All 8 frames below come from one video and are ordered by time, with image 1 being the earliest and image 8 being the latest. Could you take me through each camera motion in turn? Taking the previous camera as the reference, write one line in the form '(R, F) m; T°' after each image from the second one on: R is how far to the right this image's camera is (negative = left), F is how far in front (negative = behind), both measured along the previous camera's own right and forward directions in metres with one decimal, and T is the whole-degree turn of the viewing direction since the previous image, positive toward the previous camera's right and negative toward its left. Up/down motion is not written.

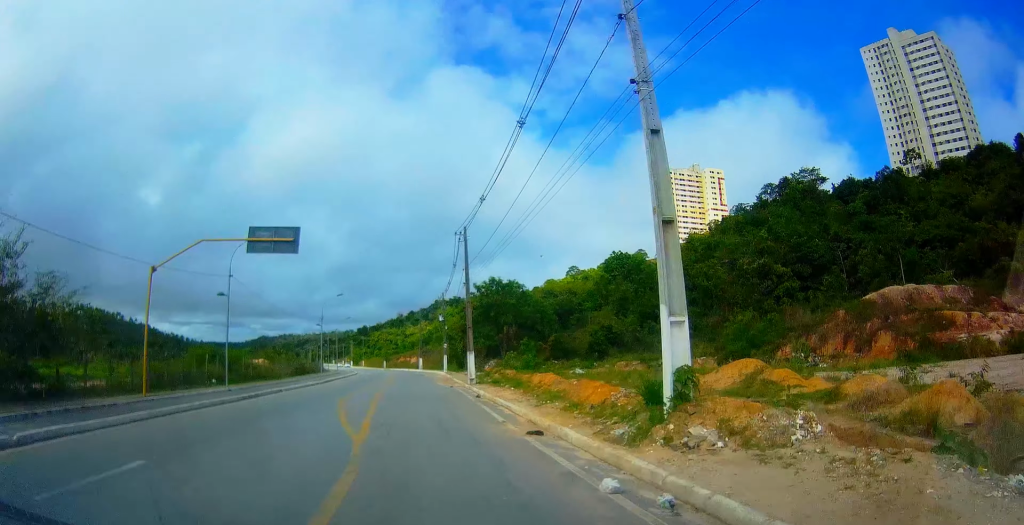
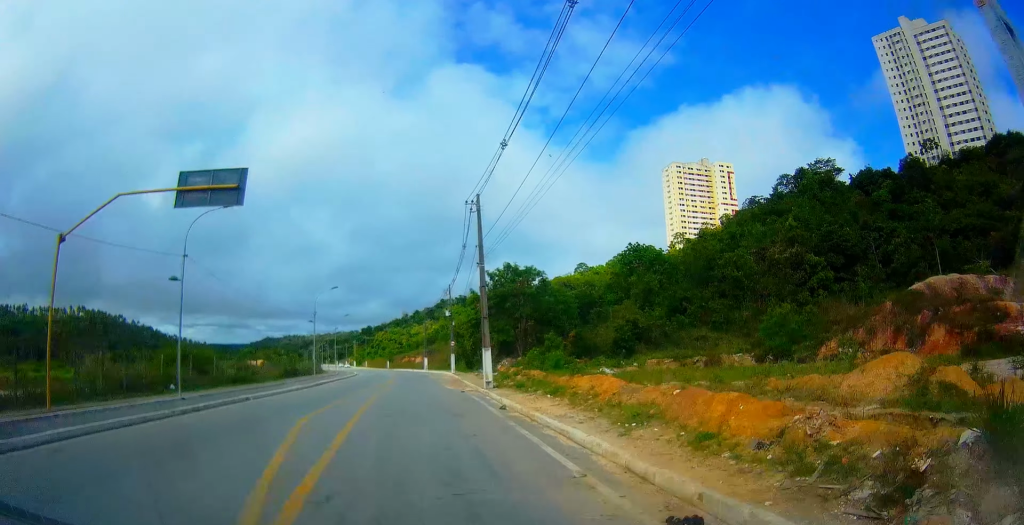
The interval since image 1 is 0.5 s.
(+0.1, +7.2) m; 0°
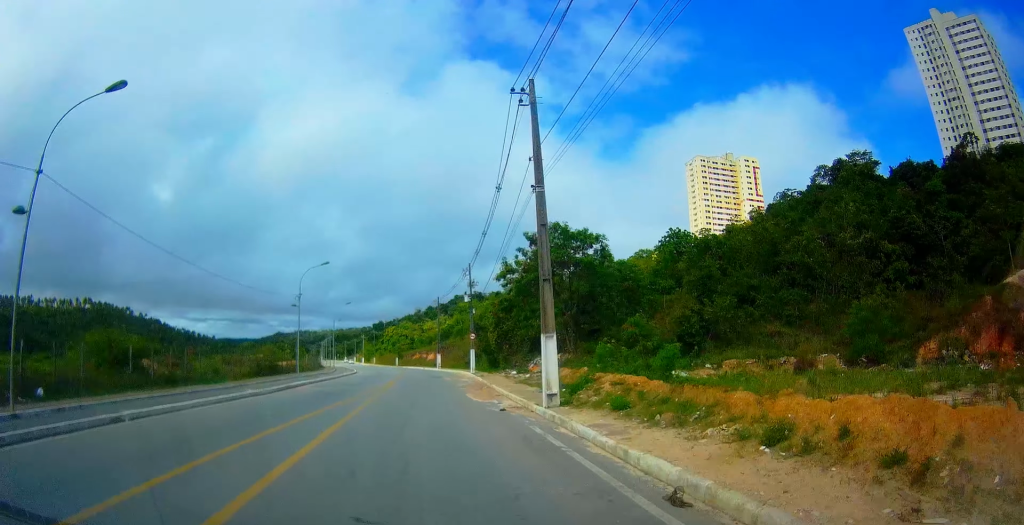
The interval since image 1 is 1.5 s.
(-0.1, +12.6) m; -2°
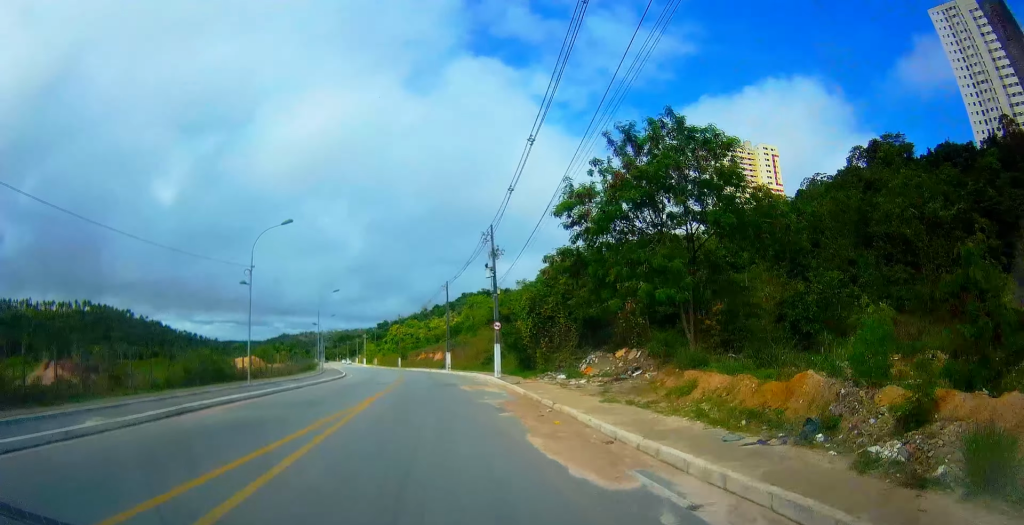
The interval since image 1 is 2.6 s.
(-0.3, +14.7) m; 0°
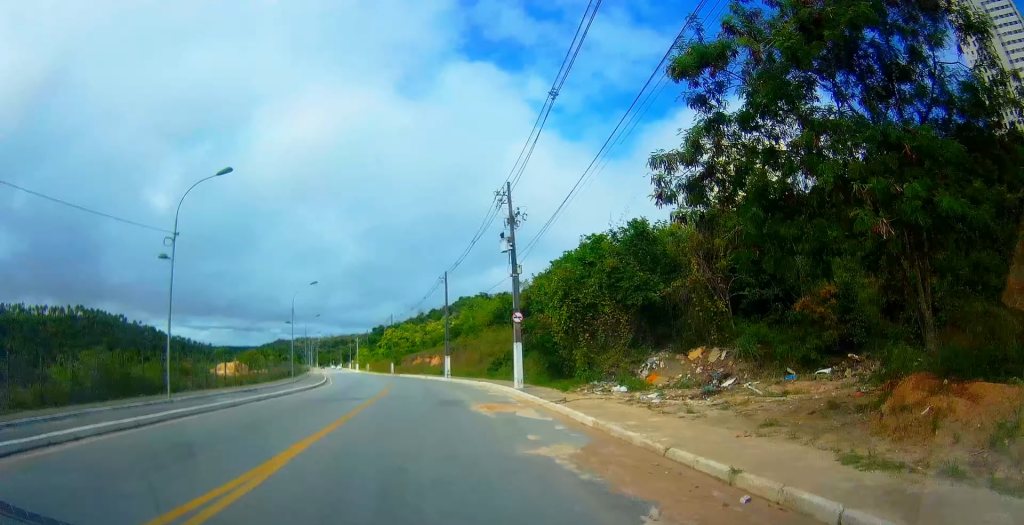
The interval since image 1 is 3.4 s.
(+0.2, +10.3) m; +1°
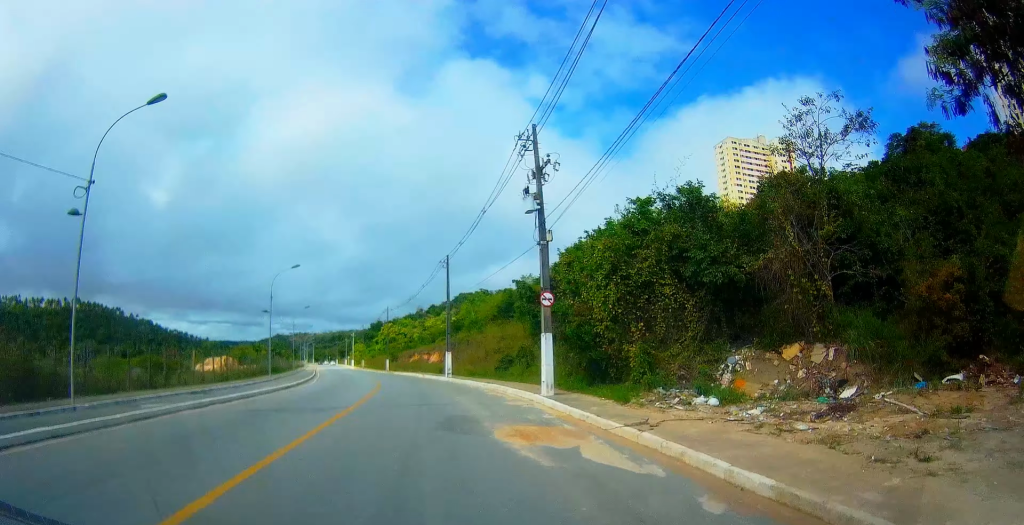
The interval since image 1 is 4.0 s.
(0.0, +7.0) m; -1°
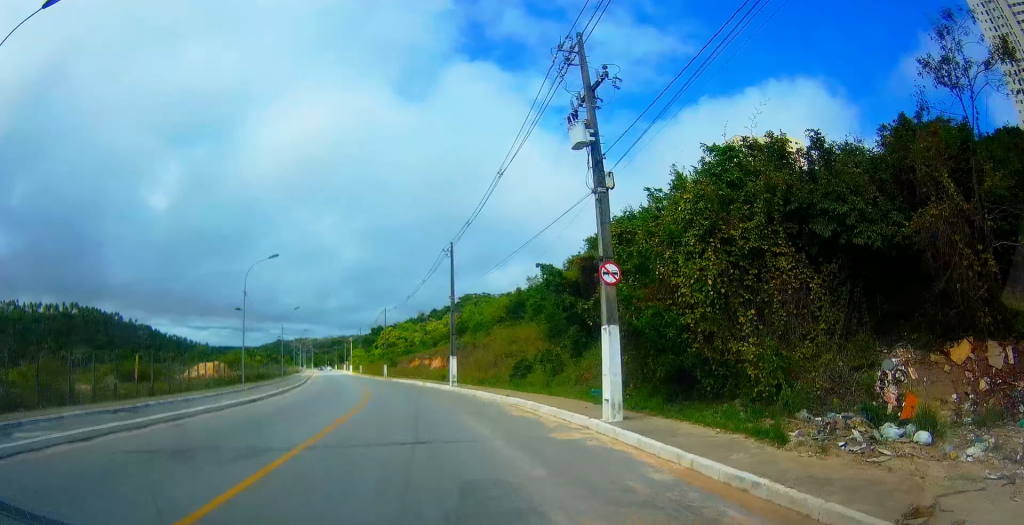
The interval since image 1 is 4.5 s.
(+0.1, +7.0) m; -2°
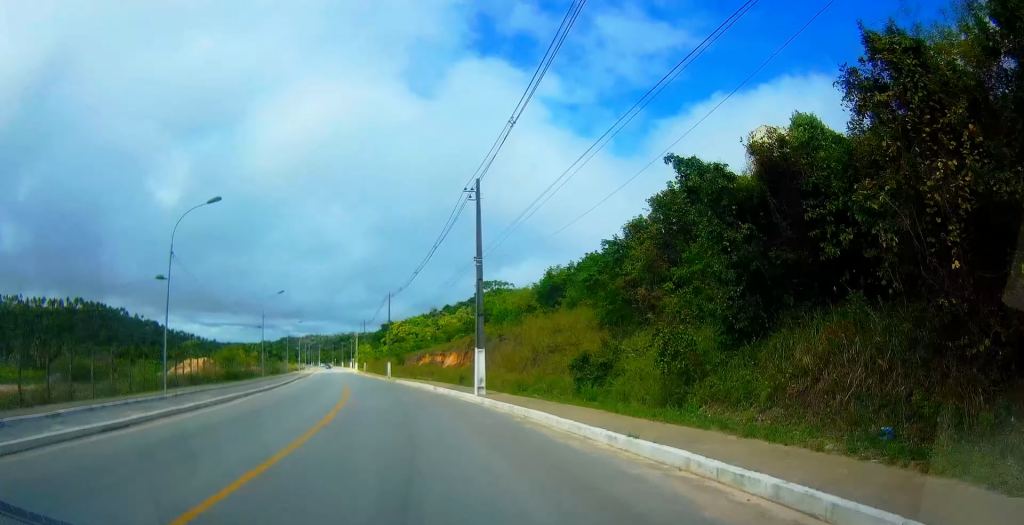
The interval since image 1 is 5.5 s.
(-0.7, +12.9) m; -2°
